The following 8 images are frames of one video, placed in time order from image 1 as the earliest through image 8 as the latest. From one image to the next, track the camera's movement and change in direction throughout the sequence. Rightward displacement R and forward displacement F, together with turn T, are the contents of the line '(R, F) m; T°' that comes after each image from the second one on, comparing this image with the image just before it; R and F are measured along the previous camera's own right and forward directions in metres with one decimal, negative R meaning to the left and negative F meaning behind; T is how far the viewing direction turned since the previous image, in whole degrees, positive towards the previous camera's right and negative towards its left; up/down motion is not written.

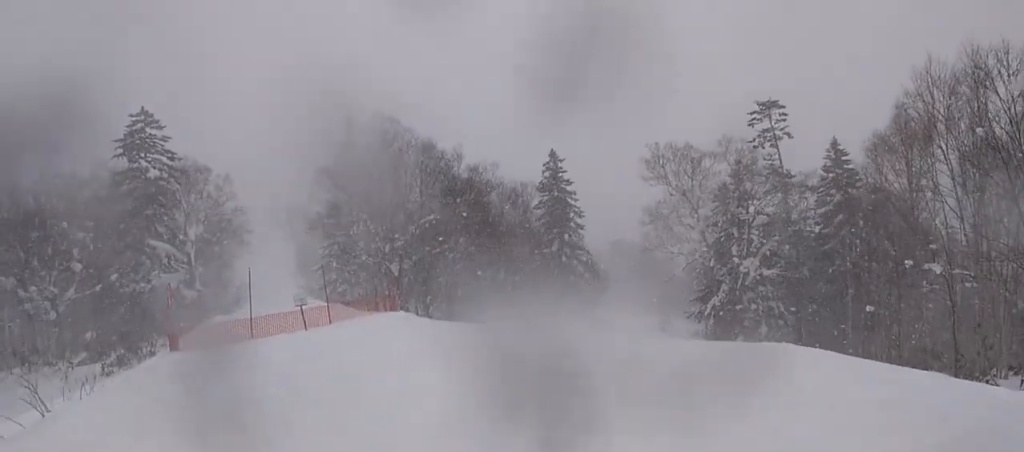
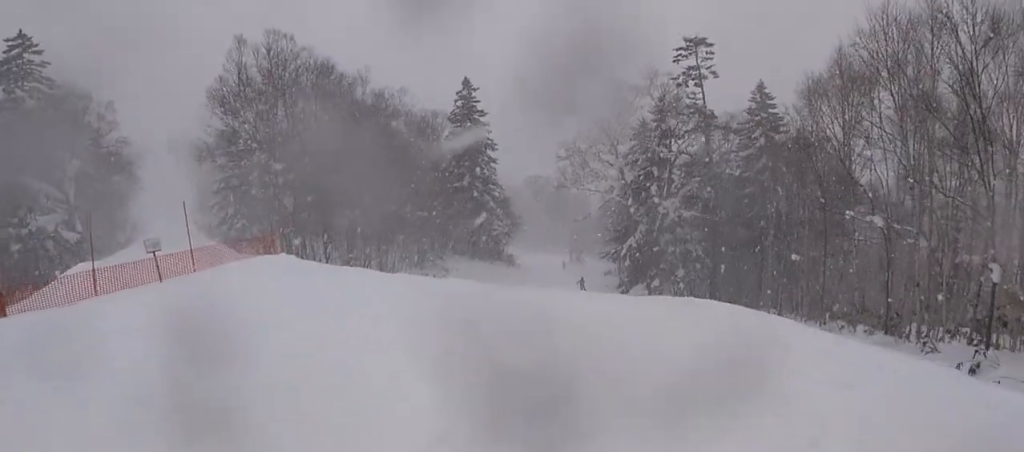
(+1.1, +1.8) m; +8°
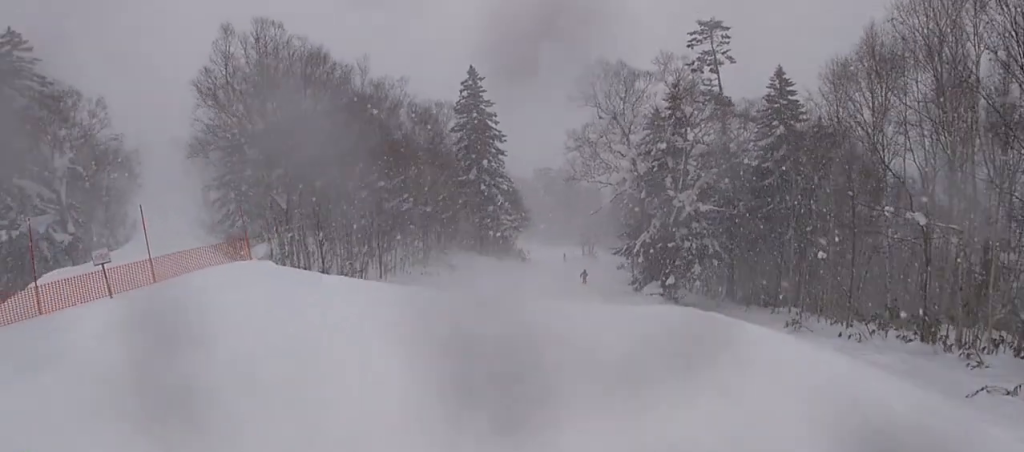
(+0.5, +2.0) m; +2°
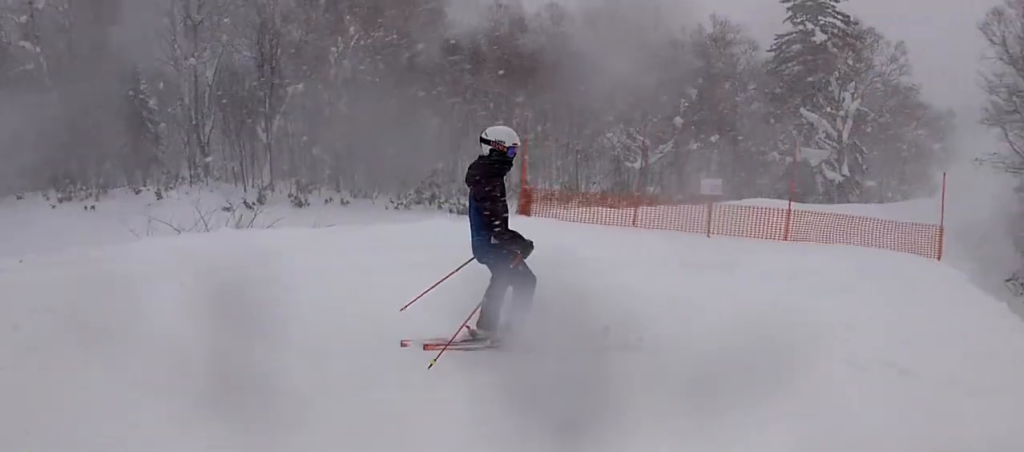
(-2.9, +6.2) m; -20°
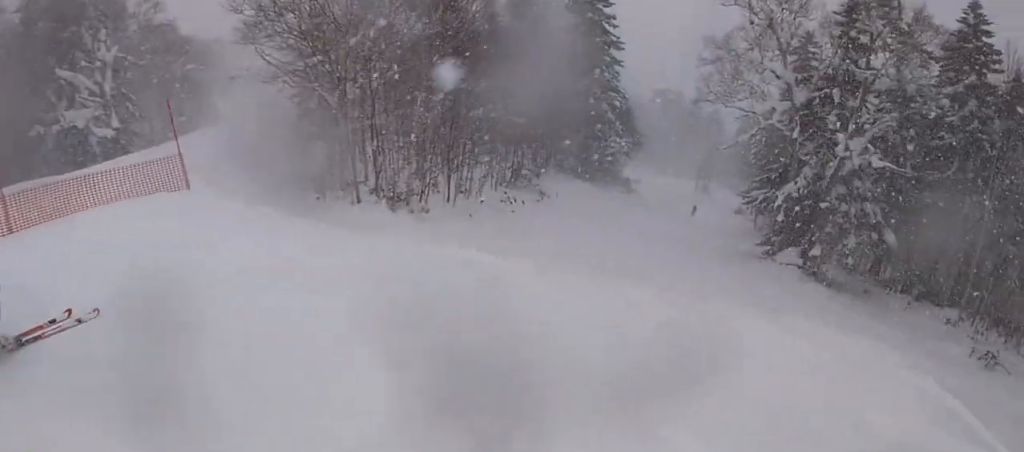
(-1.0, +2.0) m; +7°
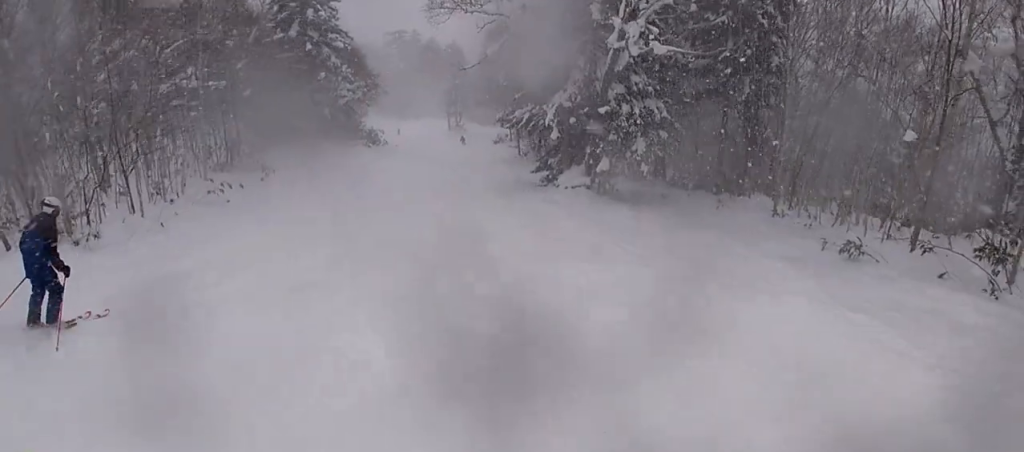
(+2.9, +5.4) m; +15°
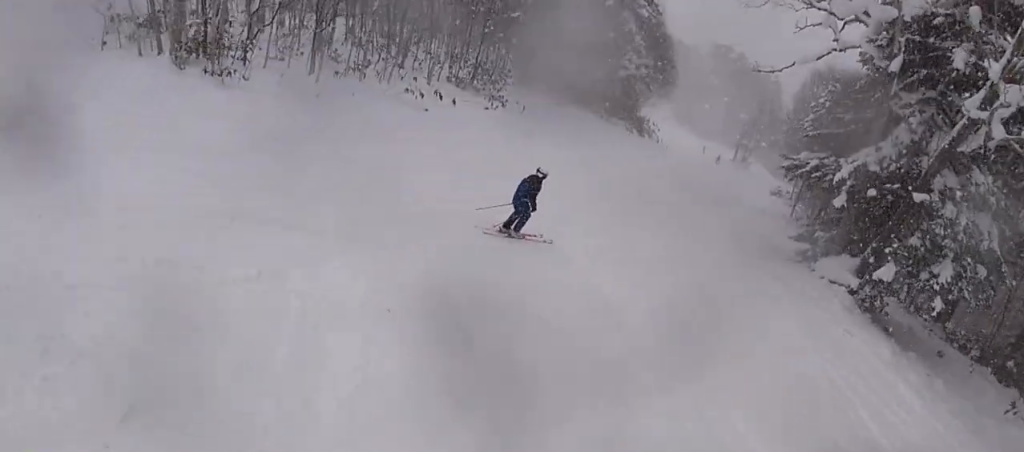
(-1.2, +5.3) m; -17°
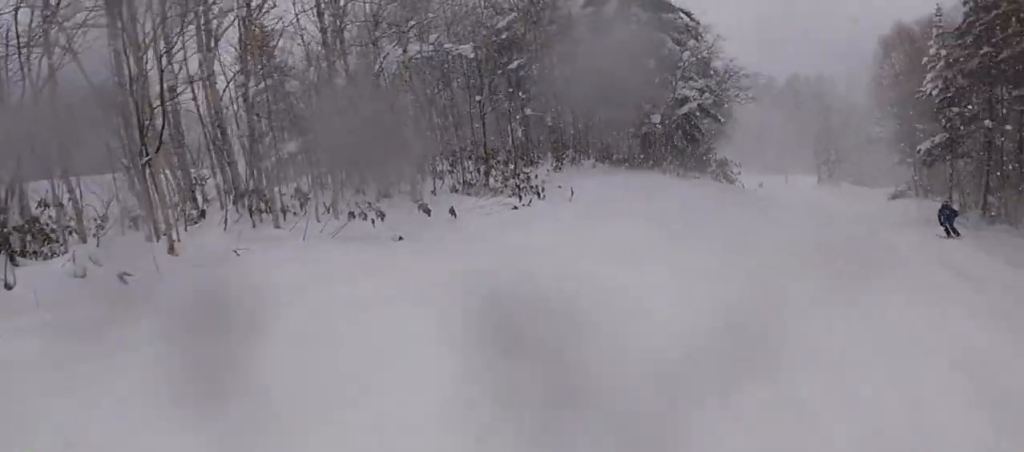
(-1.9, +9.6) m; +4°
